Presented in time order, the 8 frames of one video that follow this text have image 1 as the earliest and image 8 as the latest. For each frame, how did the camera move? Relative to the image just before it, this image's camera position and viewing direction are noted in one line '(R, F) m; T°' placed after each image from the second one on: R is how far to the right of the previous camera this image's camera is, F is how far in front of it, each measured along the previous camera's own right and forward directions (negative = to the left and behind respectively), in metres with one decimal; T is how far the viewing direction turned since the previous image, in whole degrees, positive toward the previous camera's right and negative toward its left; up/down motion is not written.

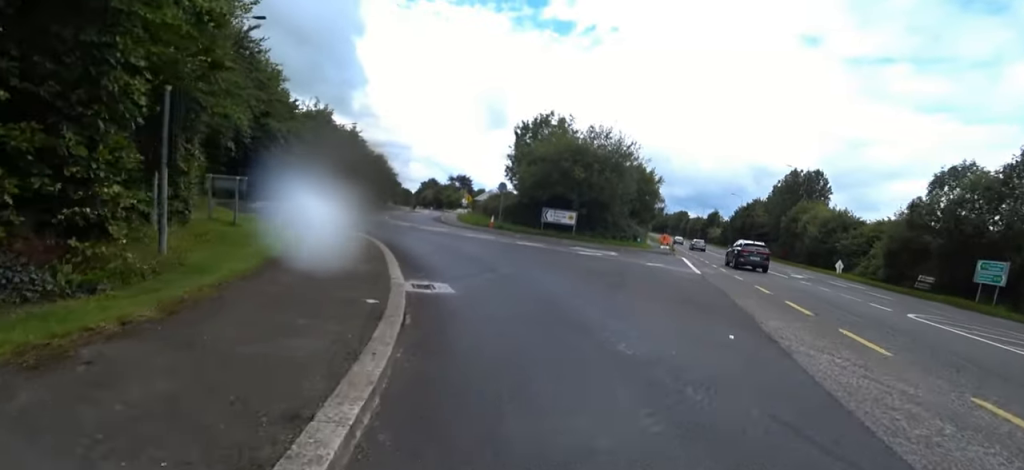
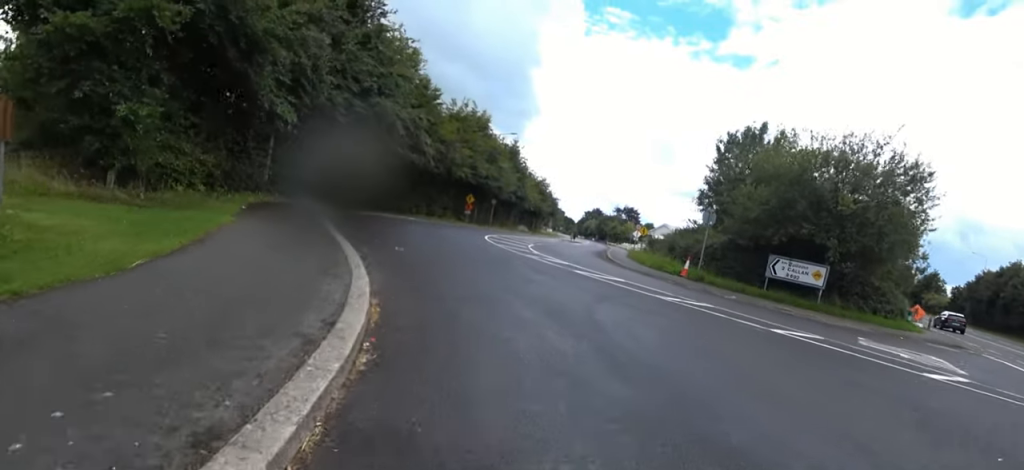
(-2.0, +9.4) m; -25°
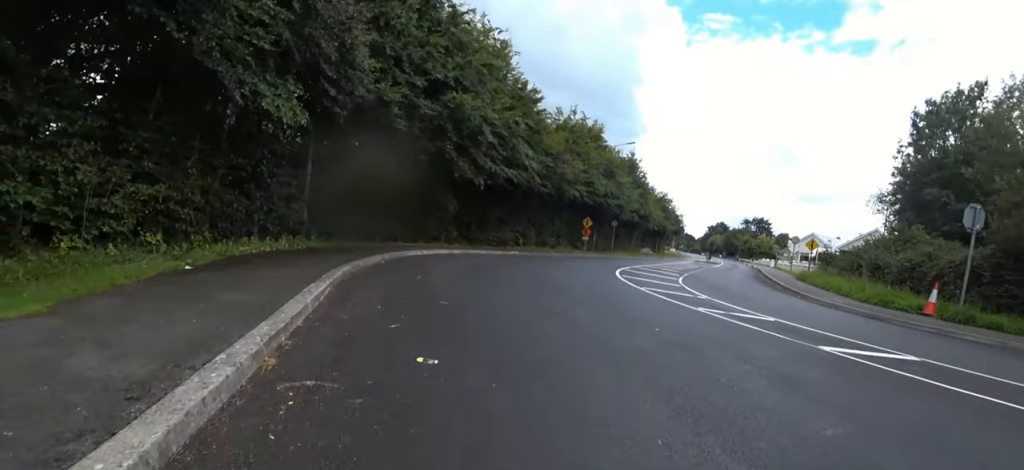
(-0.6, +6.4) m; -4°
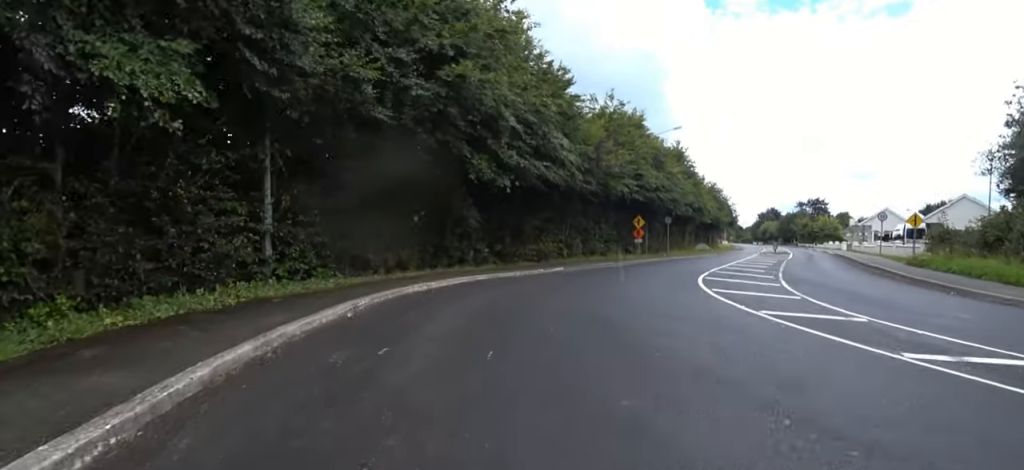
(0.0, +3.7) m; +2°
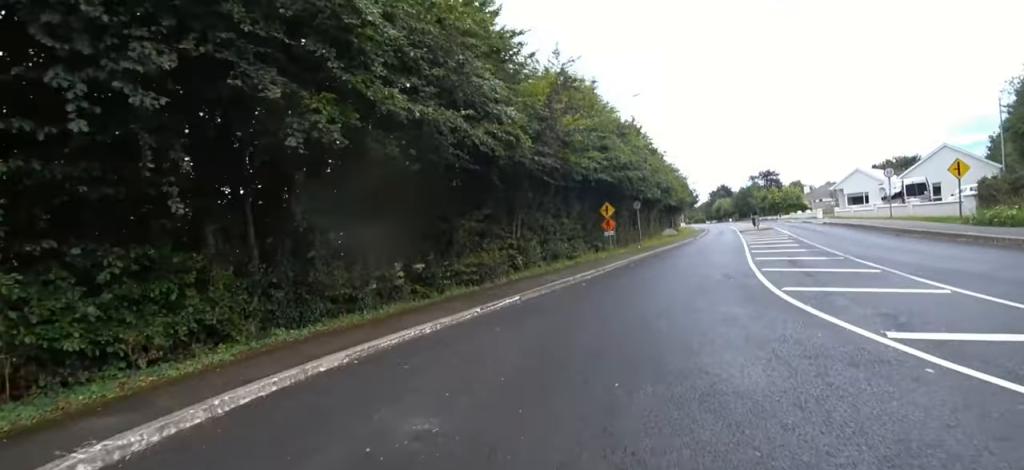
(+0.3, +6.0) m; +4°
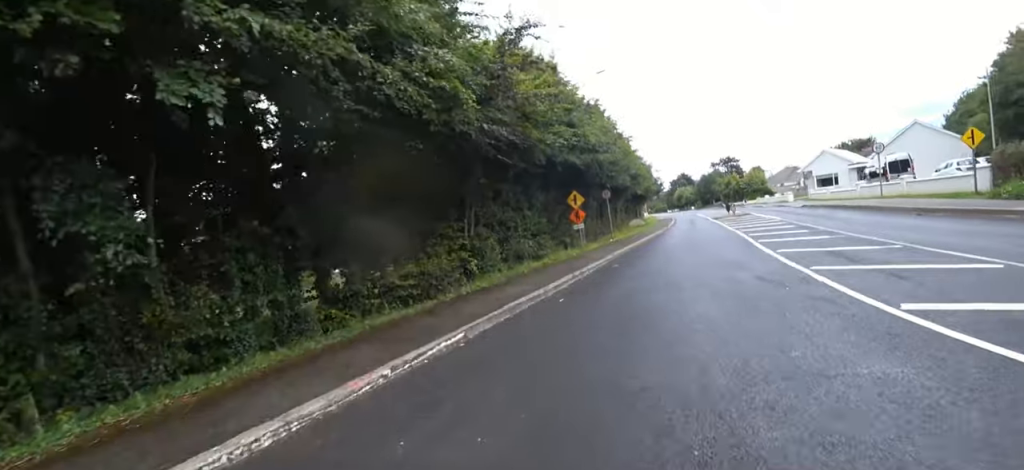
(+0.1, +3.1) m; +2°
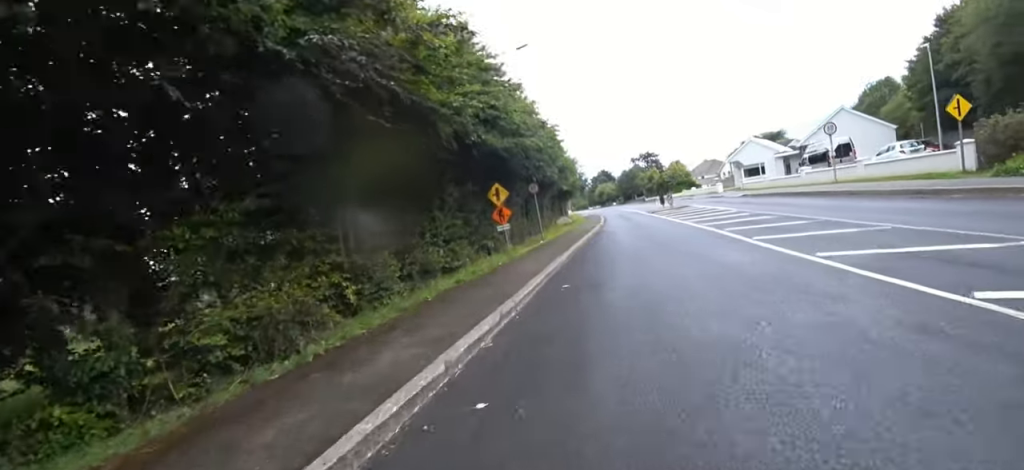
(0.0, +4.2) m; +4°
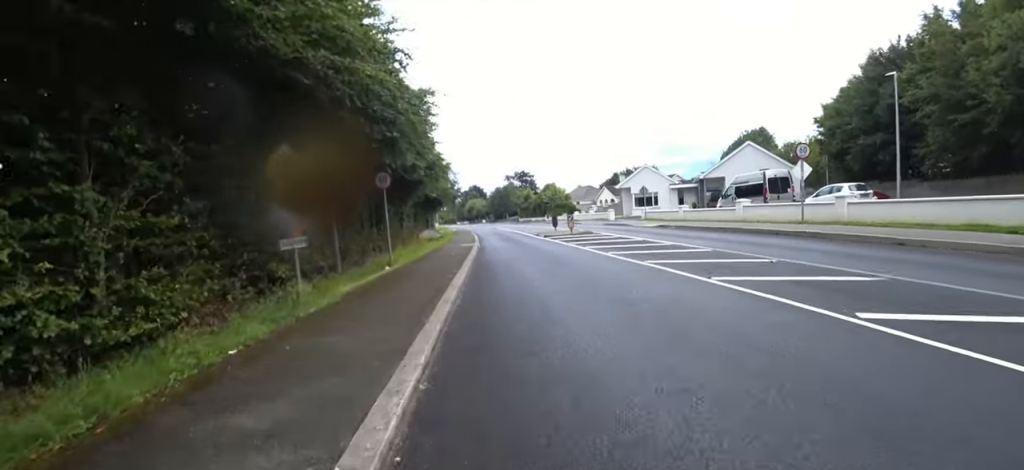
(+0.8, +8.7) m; +5°
